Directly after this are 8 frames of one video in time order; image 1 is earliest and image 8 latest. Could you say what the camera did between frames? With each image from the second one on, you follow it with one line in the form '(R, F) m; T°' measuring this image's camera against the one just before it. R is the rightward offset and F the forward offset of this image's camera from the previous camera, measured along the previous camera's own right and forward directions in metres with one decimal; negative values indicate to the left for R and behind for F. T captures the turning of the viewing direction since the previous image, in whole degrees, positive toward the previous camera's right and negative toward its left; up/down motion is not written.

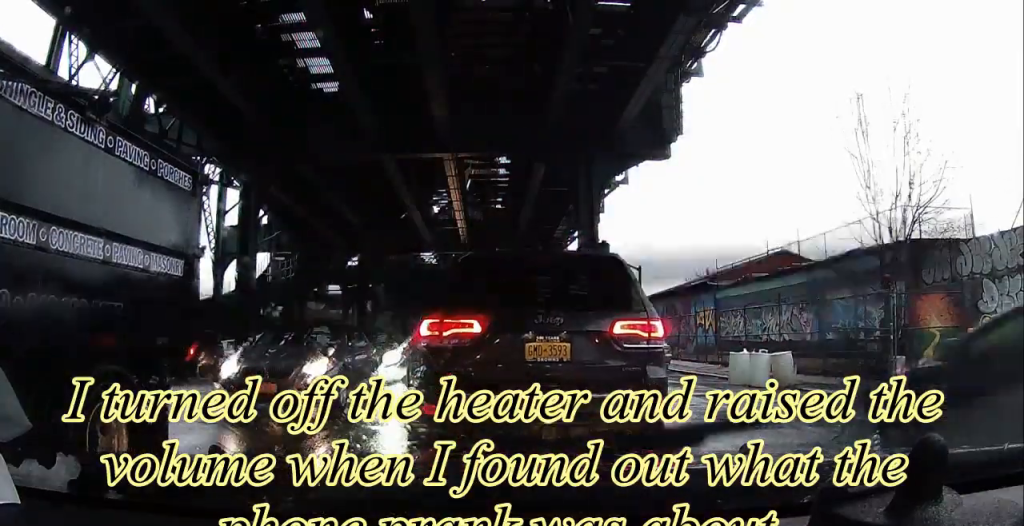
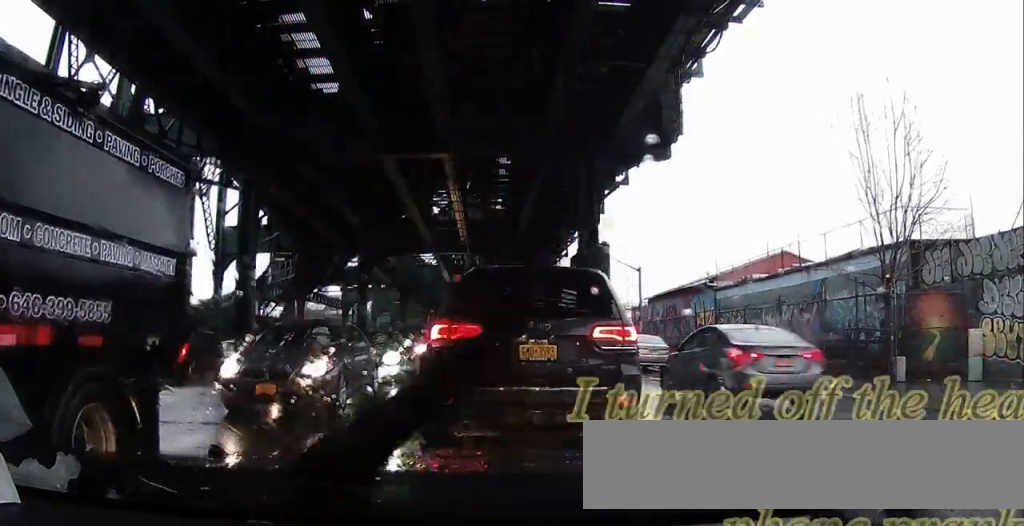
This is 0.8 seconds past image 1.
(0.0, 0.0) m; 0°
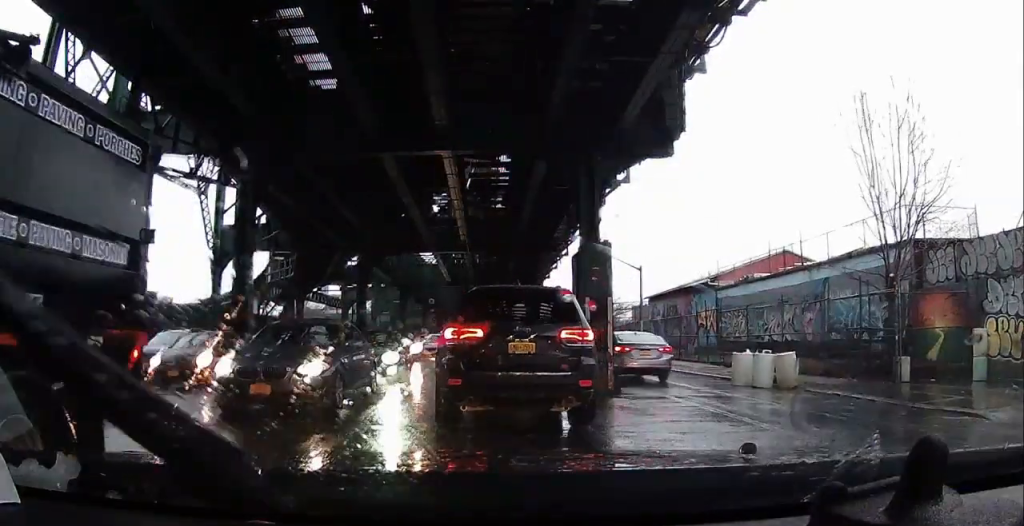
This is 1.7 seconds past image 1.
(0.0, 0.0) m; 0°
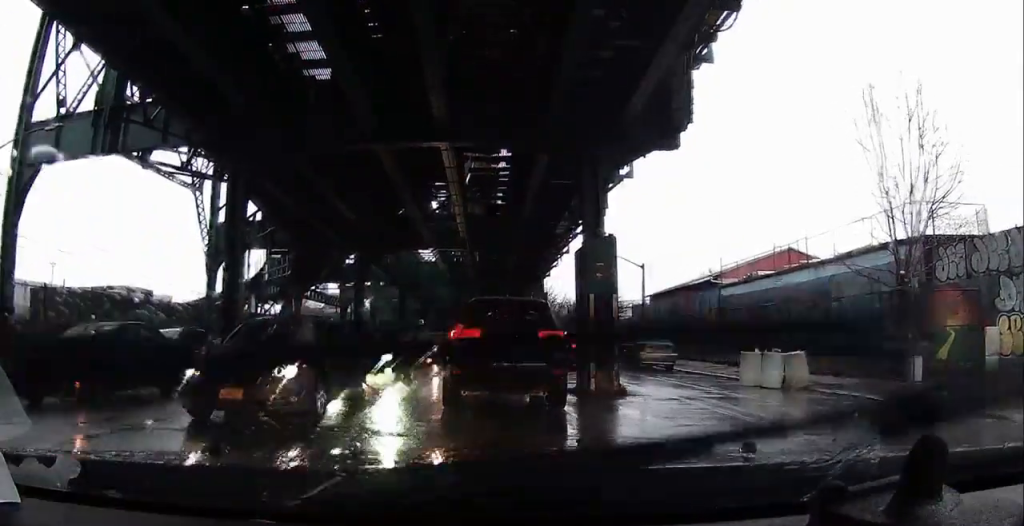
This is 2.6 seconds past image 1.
(0.0, 0.0) m; 0°
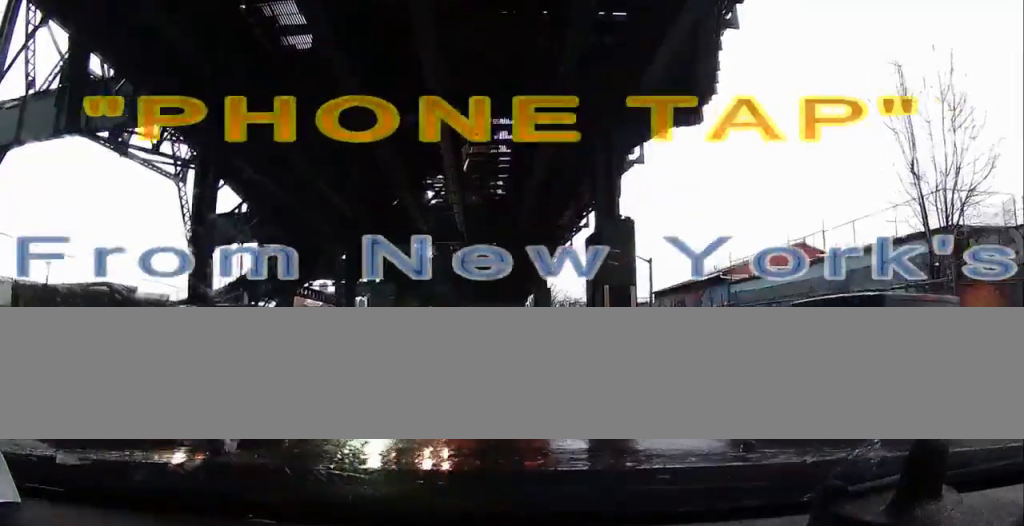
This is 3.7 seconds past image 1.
(+0.2, +0.5) m; -3°
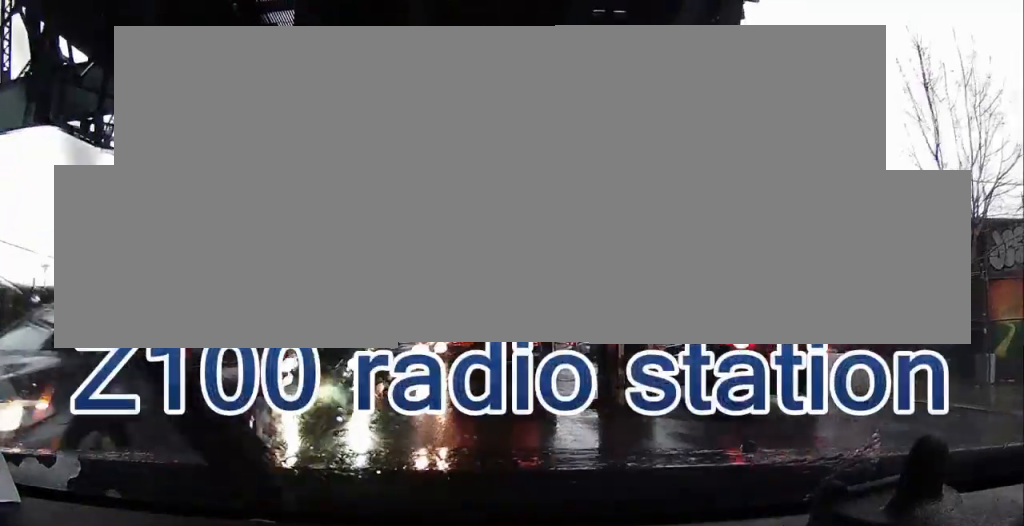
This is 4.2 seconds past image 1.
(+0.1, +0.4) m; -3°
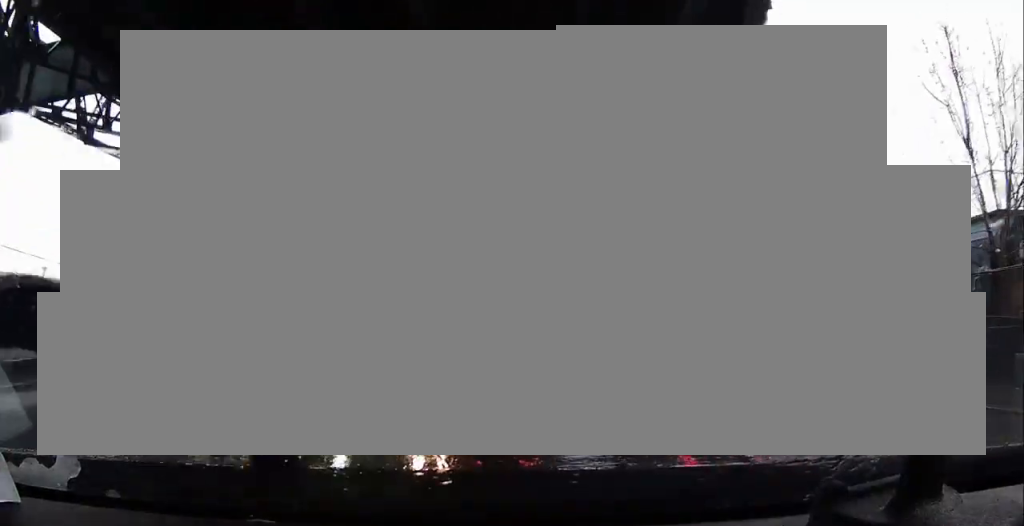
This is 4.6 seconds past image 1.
(-0.1, +1.1) m; -3°
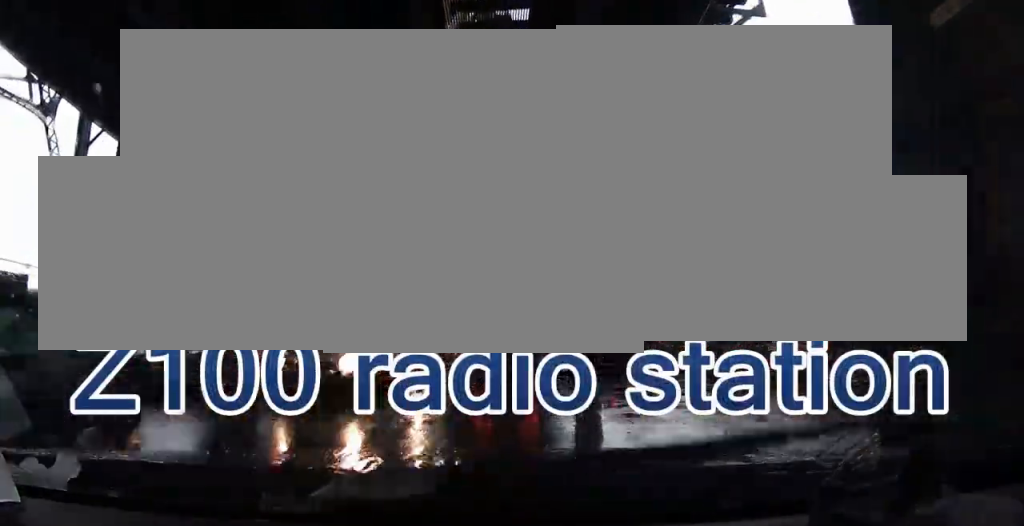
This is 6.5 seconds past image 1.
(+0.2, +7.0) m; +12°
